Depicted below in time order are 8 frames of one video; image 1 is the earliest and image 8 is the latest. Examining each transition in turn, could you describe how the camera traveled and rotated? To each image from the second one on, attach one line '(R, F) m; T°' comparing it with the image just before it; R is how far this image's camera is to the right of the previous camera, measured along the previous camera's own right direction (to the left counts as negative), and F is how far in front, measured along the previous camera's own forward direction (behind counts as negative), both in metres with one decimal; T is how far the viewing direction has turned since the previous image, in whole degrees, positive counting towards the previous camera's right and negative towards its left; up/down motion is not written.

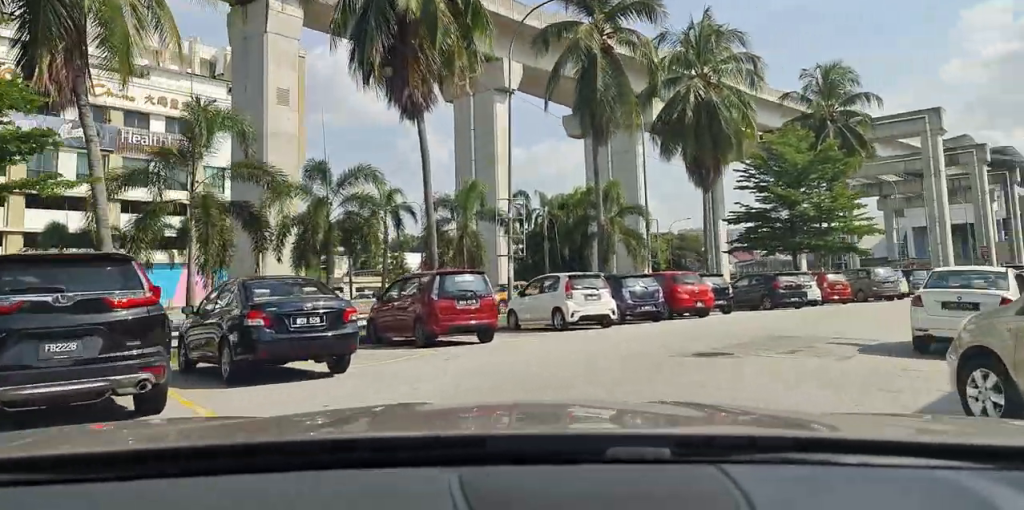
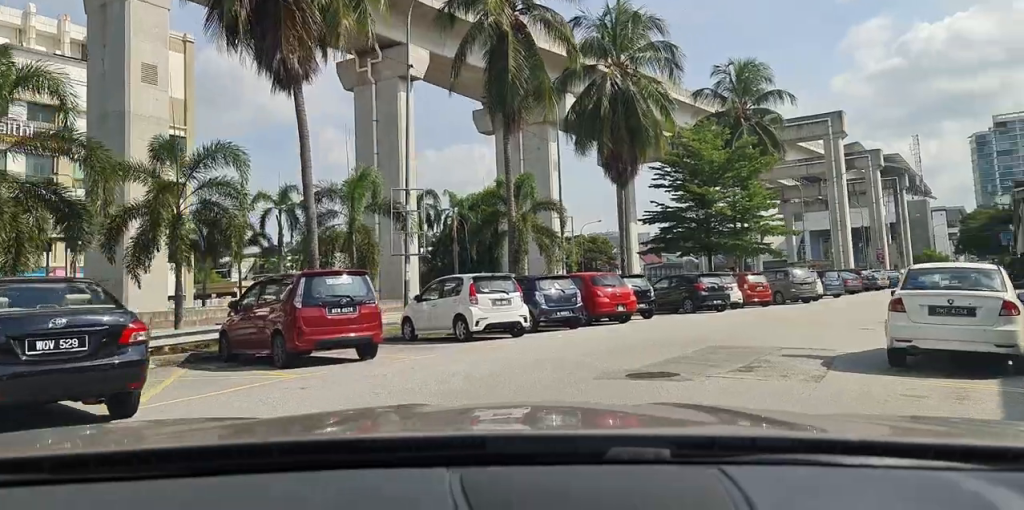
(0.0, +2.5) m; 0°
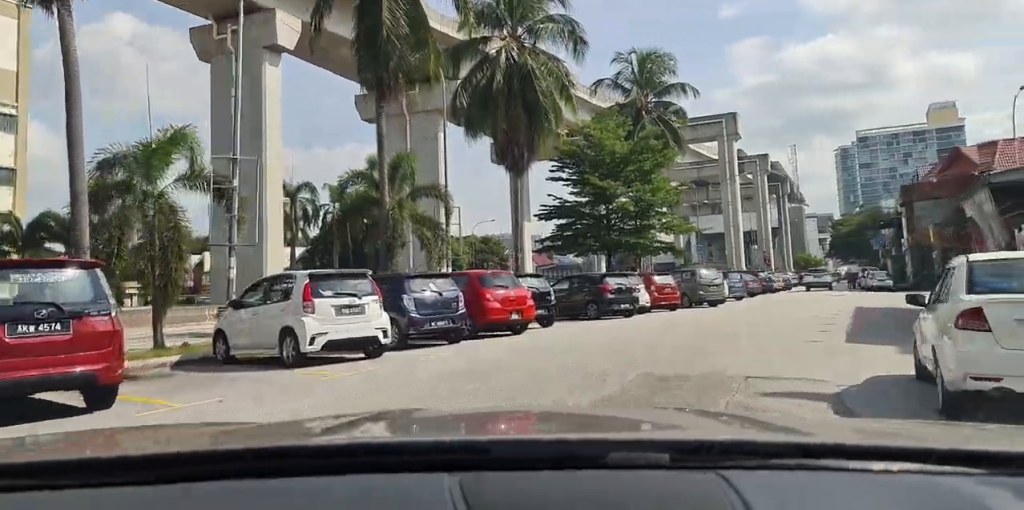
(0.0, +3.8) m; +1°
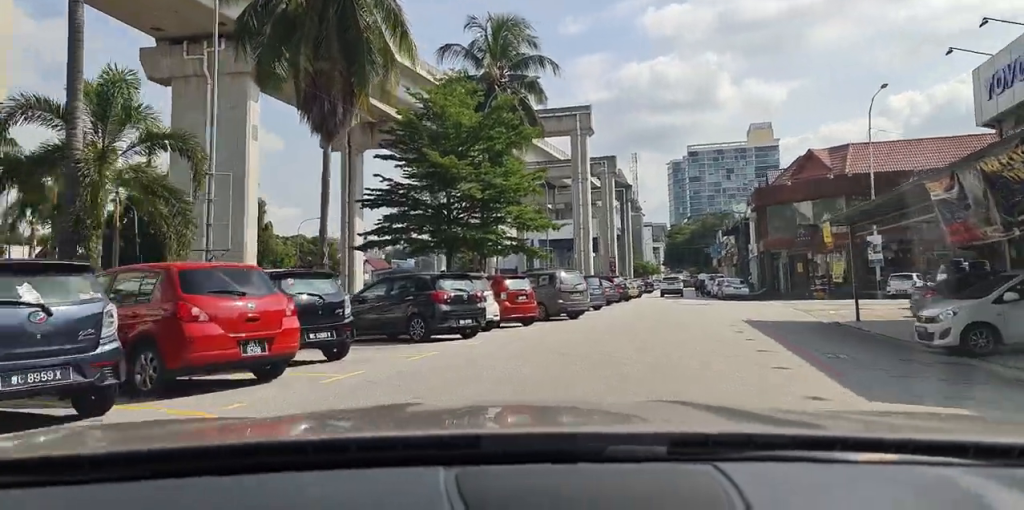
(+0.6, +6.6) m; +15°
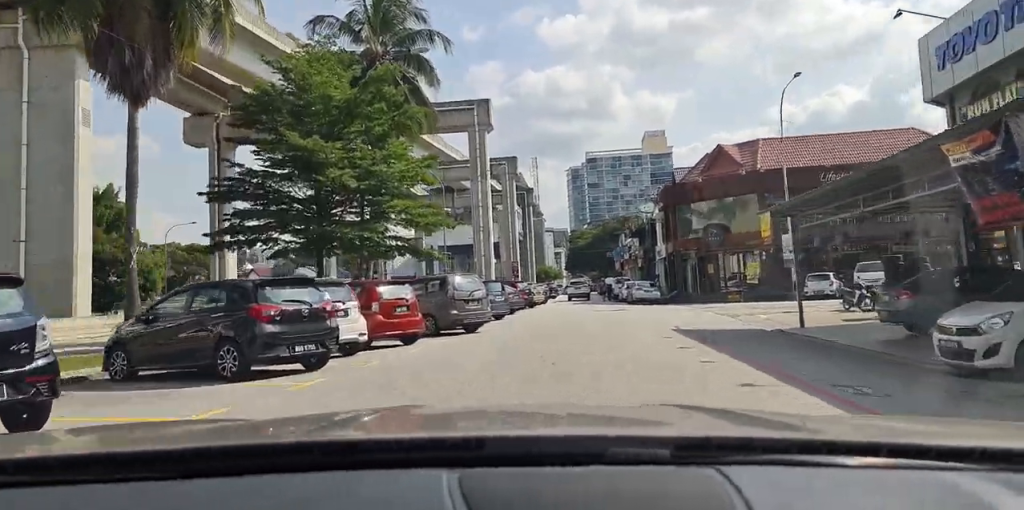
(+0.5, +4.4) m; +11°
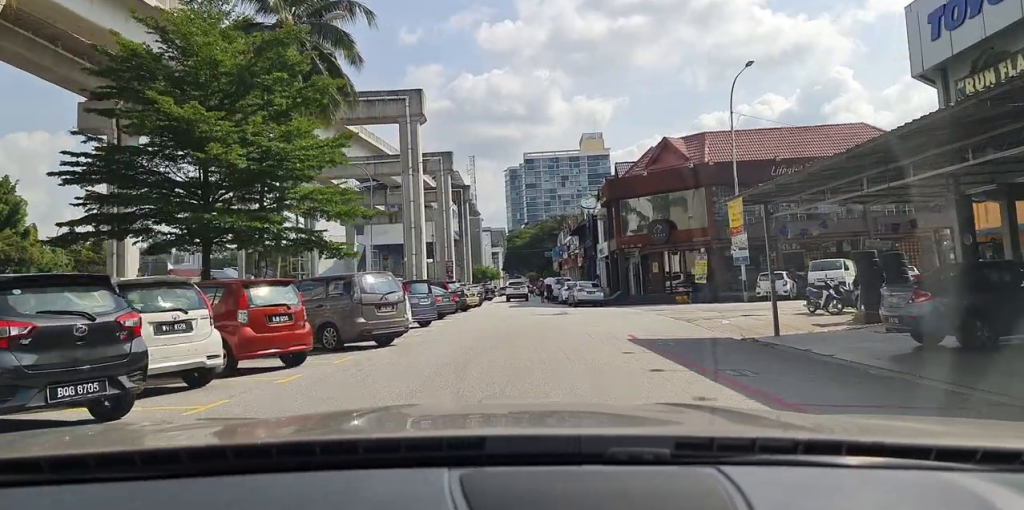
(+0.3, +3.8) m; +5°
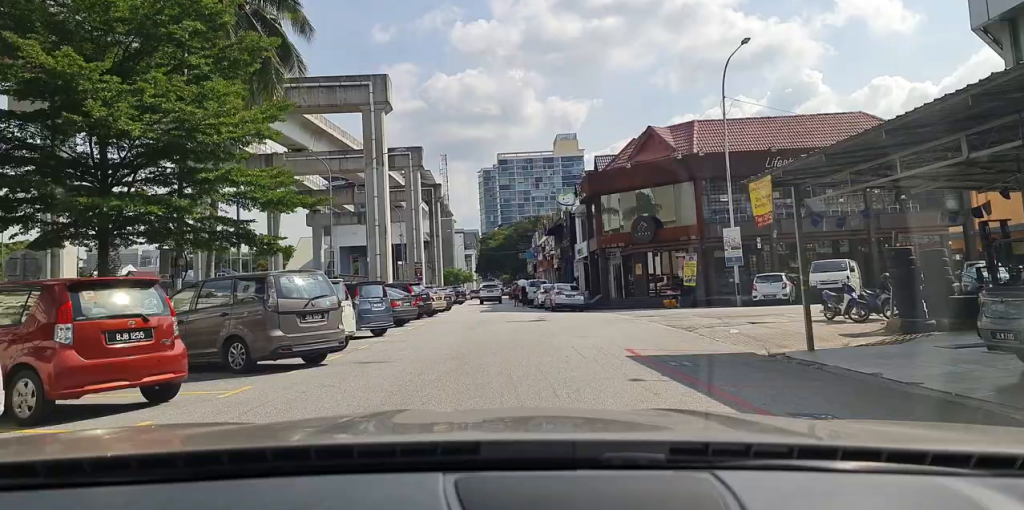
(0.0, +3.1) m; +5°
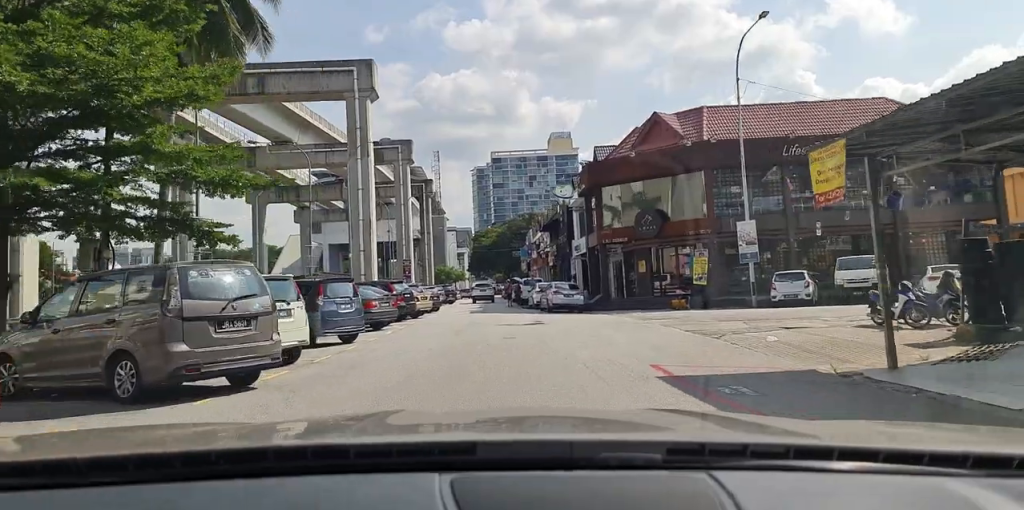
(+0.2, +3.0) m; +1°
